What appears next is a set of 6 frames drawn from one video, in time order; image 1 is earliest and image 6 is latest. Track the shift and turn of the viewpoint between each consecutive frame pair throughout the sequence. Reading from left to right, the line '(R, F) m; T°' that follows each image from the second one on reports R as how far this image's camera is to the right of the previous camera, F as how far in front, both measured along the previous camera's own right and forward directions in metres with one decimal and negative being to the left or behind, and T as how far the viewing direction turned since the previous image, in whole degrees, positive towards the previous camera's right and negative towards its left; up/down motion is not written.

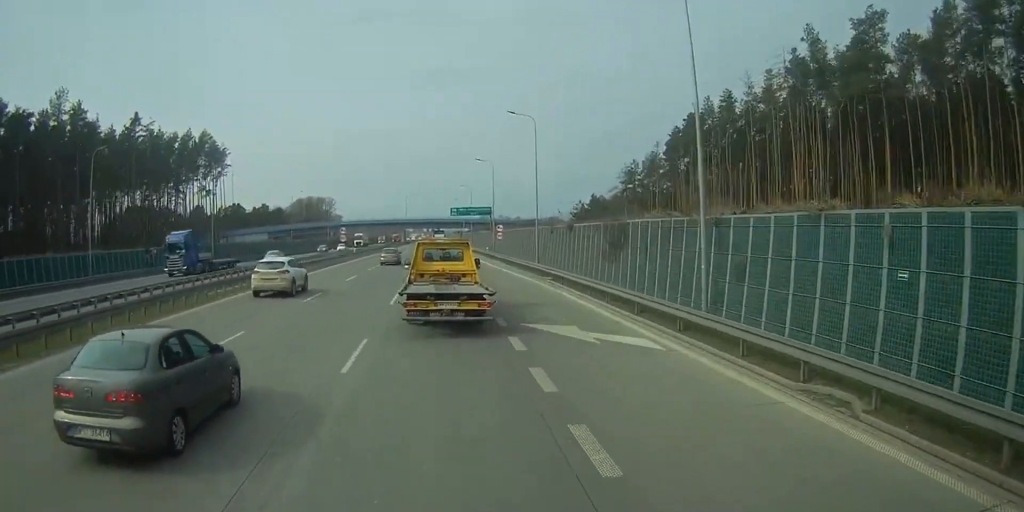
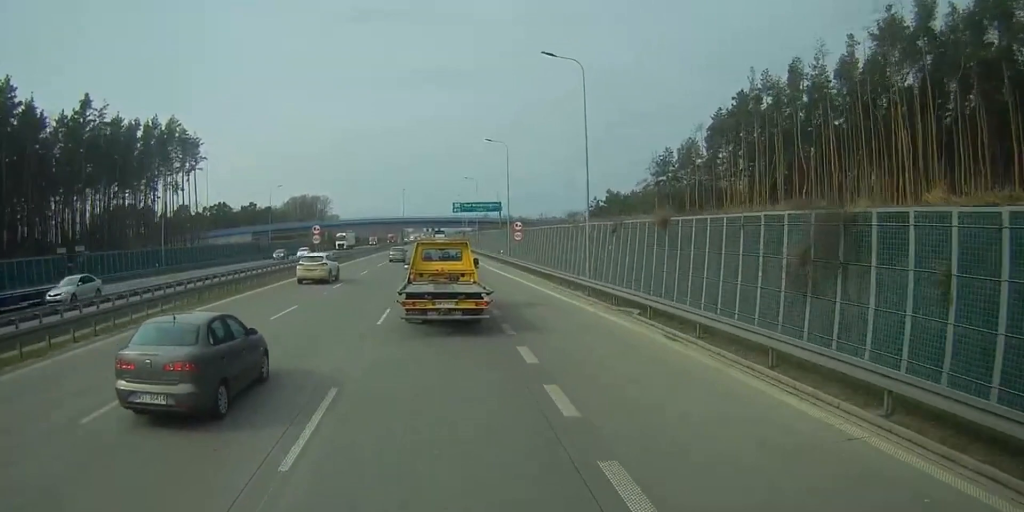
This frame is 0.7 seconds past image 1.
(-0.1, +17.3) m; 0°
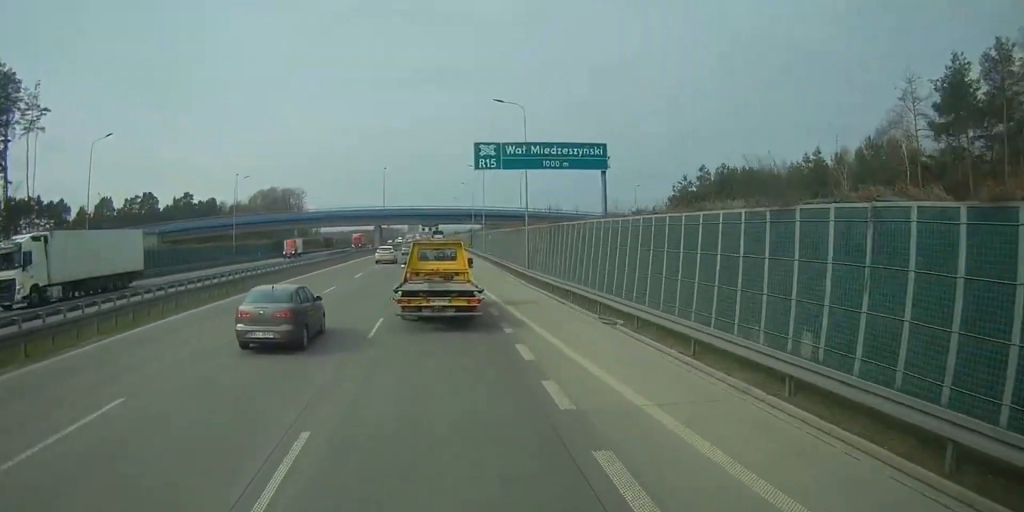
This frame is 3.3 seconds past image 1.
(+0.3, +62.2) m; 0°
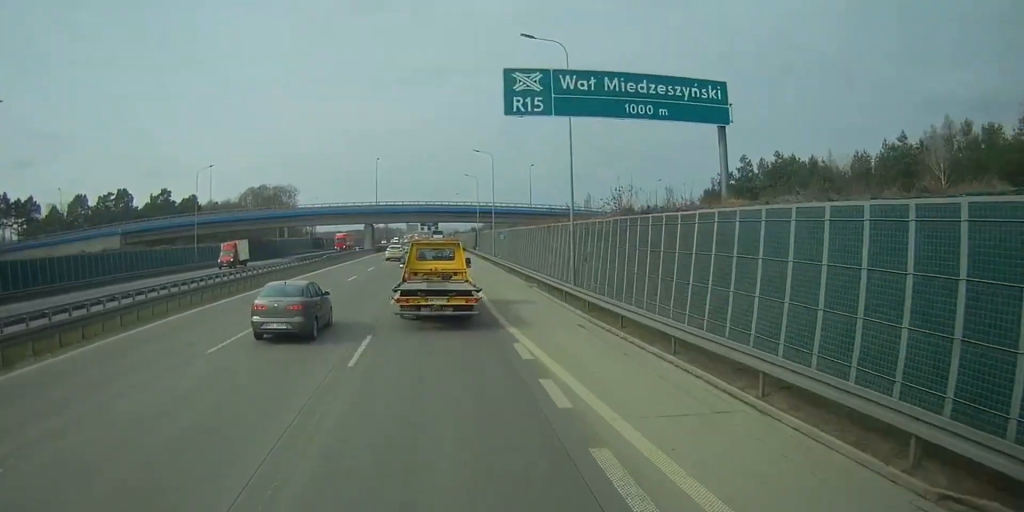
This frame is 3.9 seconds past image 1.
(0.0, +15.3) m; 0°
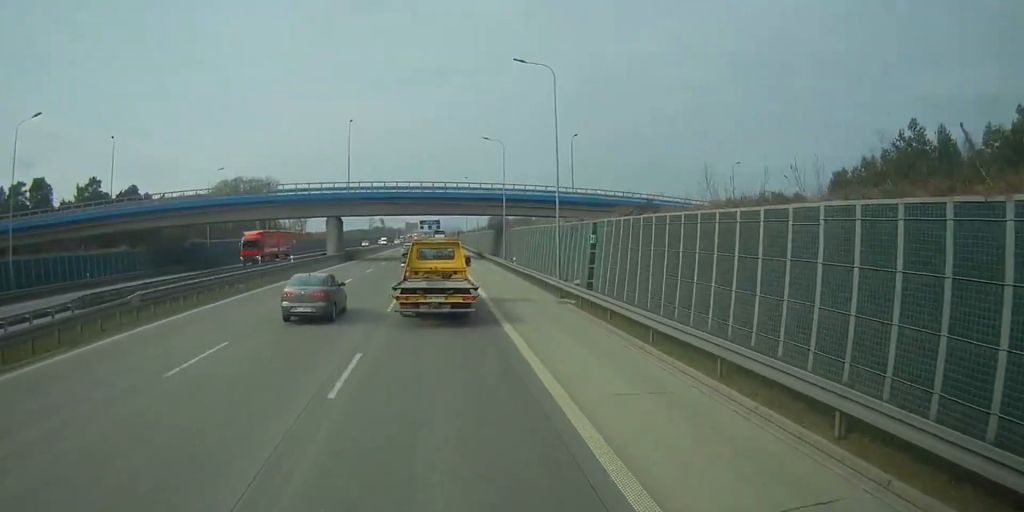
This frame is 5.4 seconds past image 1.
(+0.1, +37.8) m; 0°
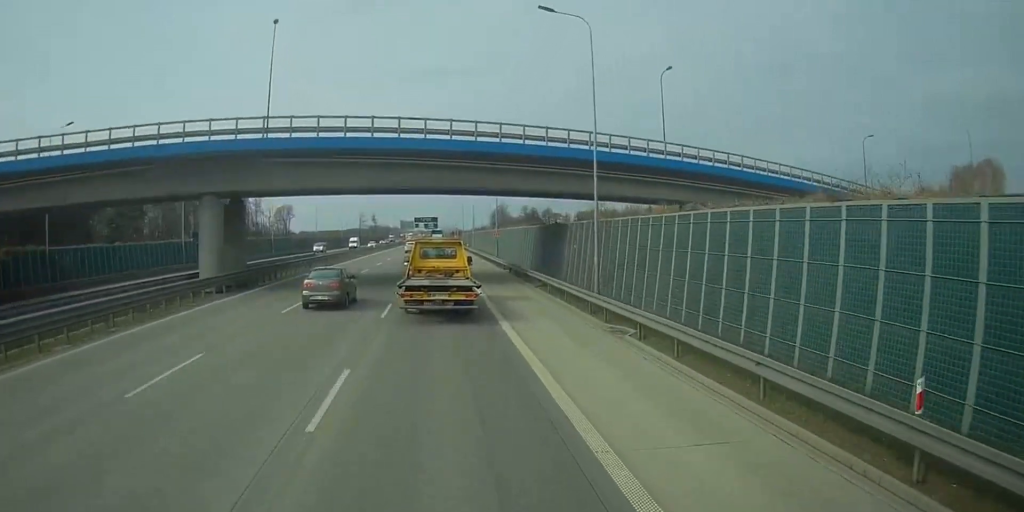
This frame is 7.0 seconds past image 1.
(+0.1, +37.8) m; 0°
